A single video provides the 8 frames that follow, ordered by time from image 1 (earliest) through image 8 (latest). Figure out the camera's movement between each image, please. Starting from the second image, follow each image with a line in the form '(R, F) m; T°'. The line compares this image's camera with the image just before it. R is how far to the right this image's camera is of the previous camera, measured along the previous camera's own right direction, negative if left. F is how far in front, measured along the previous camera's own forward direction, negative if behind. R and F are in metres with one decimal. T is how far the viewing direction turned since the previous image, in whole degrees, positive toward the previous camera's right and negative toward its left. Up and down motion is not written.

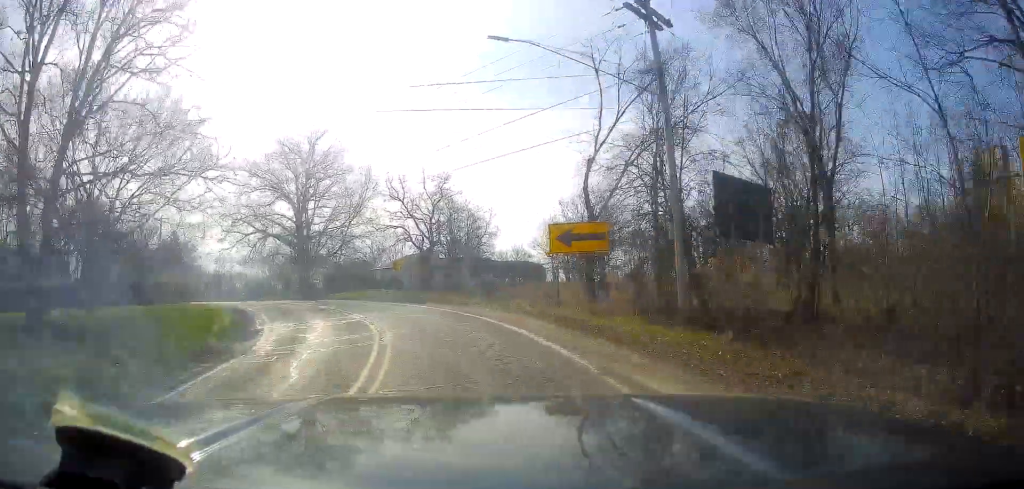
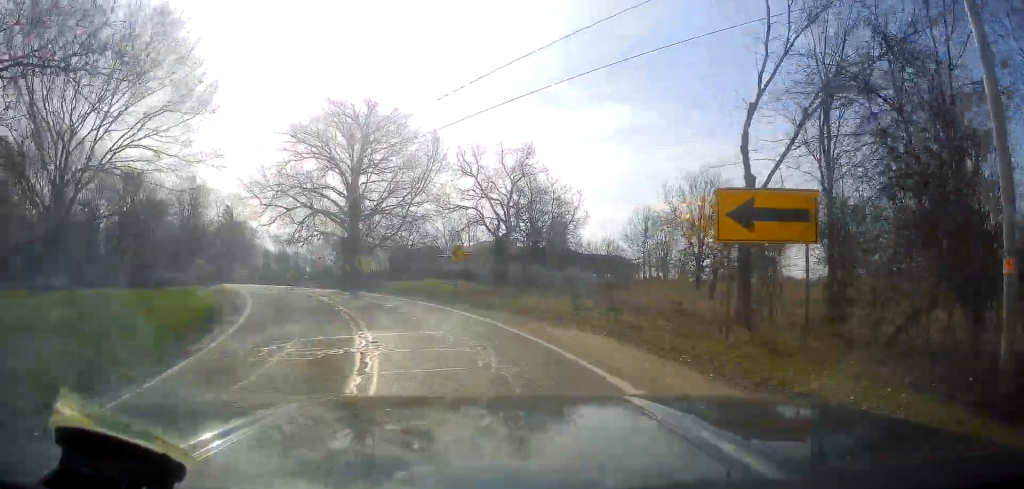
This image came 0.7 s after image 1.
(-0.6, +10.6) m; -6°
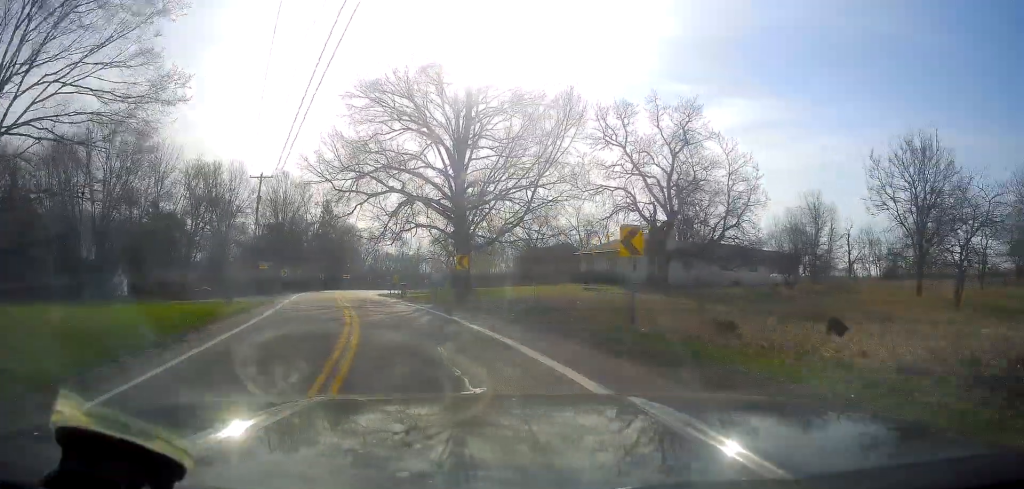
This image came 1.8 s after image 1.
(-1.1, +15.3) m; -15°
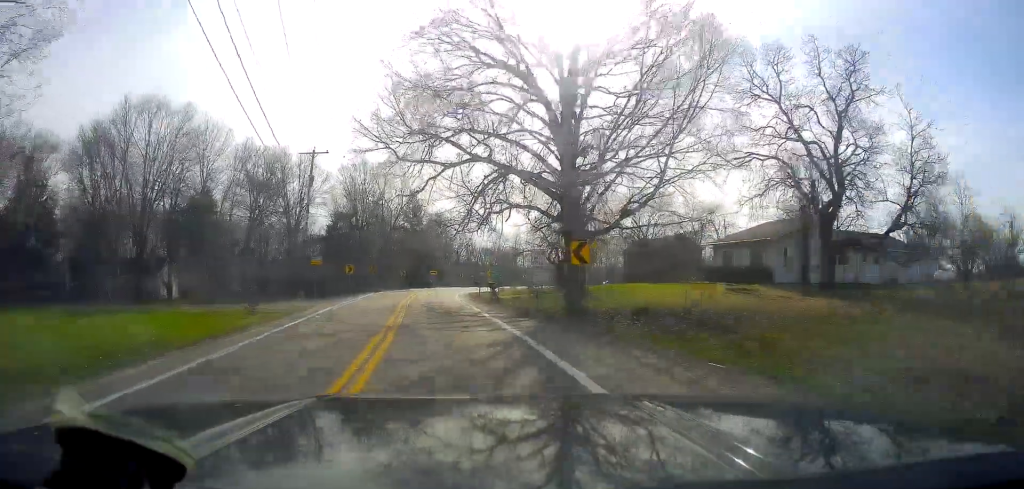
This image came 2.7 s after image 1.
(-2.1, +11.1) m; -9°
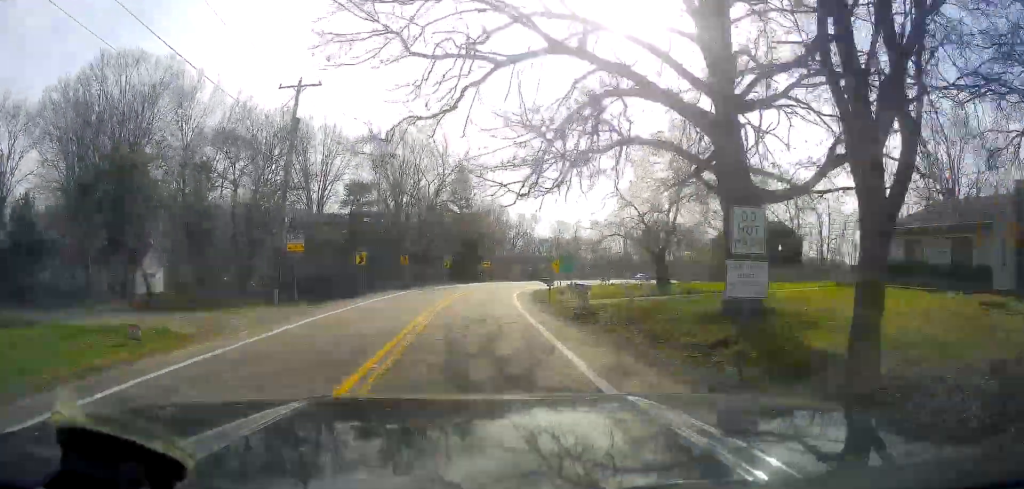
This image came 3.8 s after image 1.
(-0.5, +16.0) m; -4°
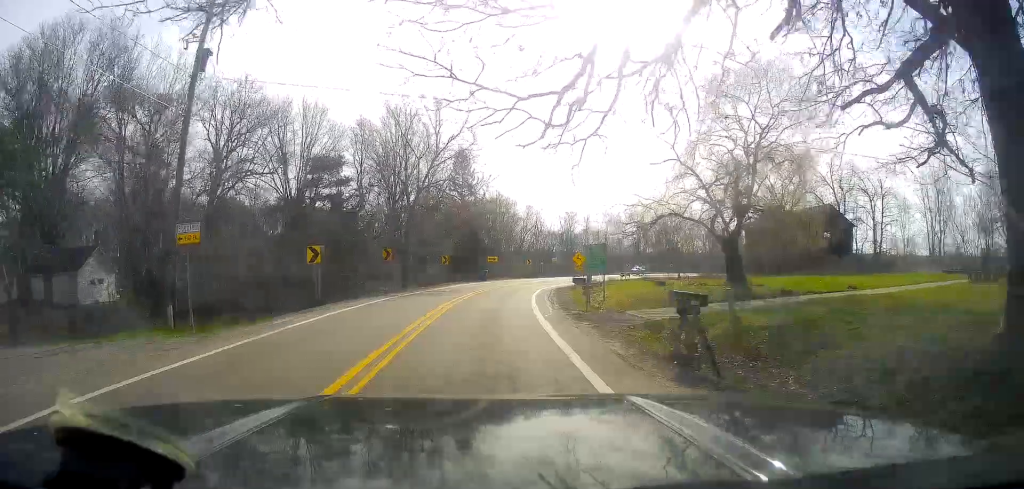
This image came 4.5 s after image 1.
(-0.4, +11.2) m; -2°
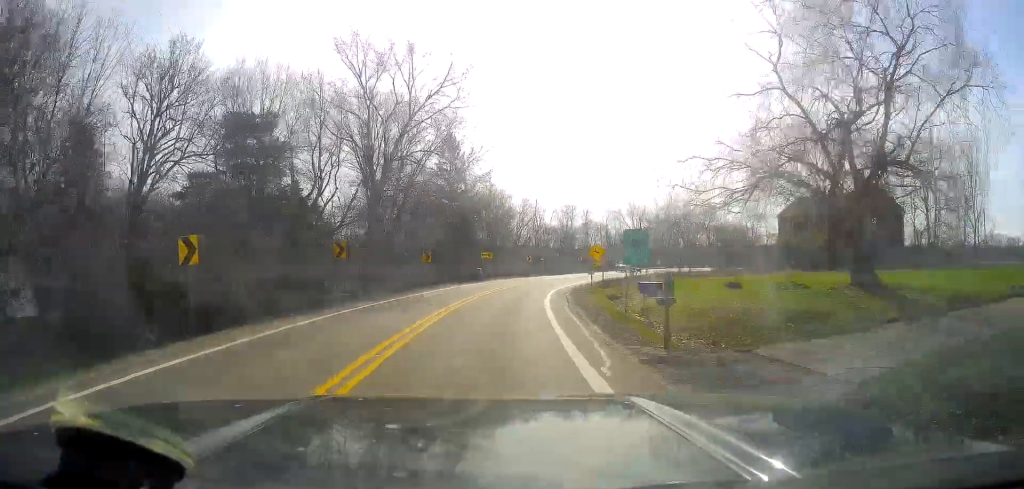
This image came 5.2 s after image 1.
(-0.1, +11.0) m; +1°
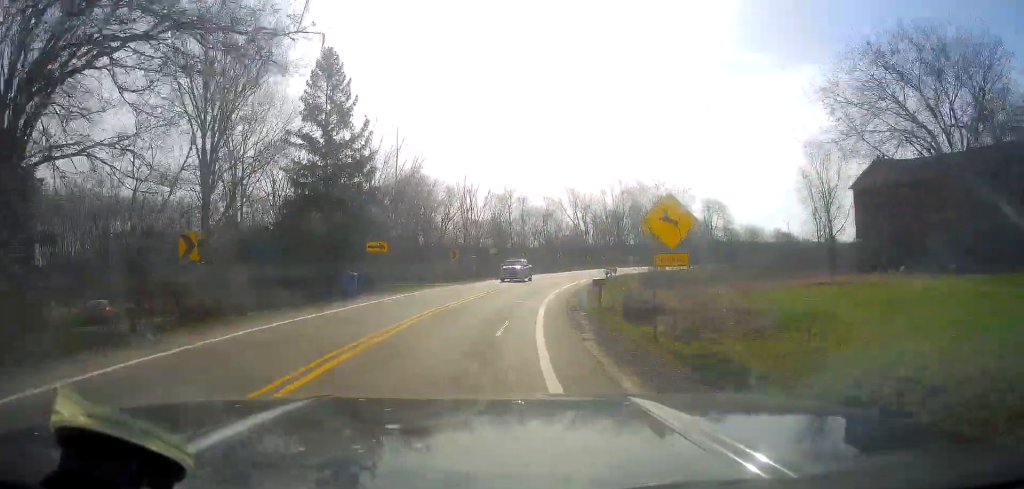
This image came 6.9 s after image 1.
(+1.8, +27.3) m; +8°
